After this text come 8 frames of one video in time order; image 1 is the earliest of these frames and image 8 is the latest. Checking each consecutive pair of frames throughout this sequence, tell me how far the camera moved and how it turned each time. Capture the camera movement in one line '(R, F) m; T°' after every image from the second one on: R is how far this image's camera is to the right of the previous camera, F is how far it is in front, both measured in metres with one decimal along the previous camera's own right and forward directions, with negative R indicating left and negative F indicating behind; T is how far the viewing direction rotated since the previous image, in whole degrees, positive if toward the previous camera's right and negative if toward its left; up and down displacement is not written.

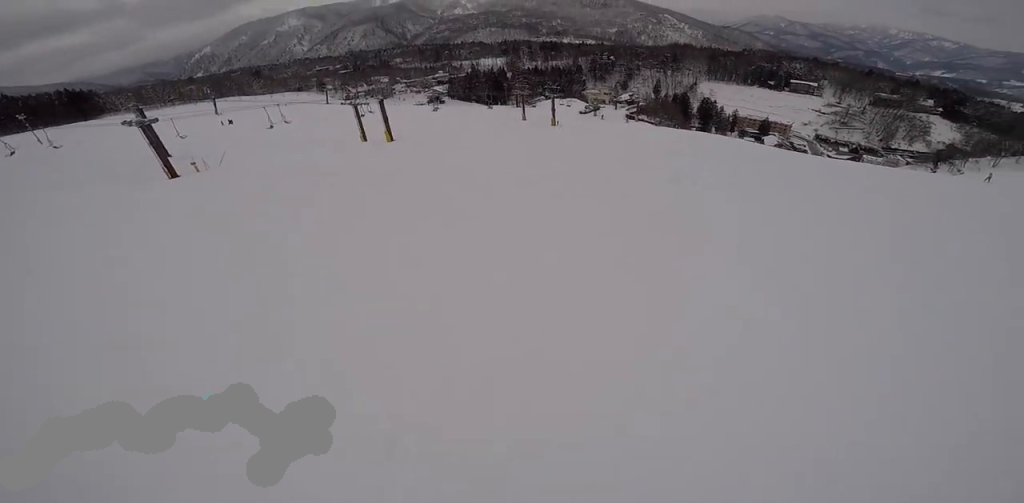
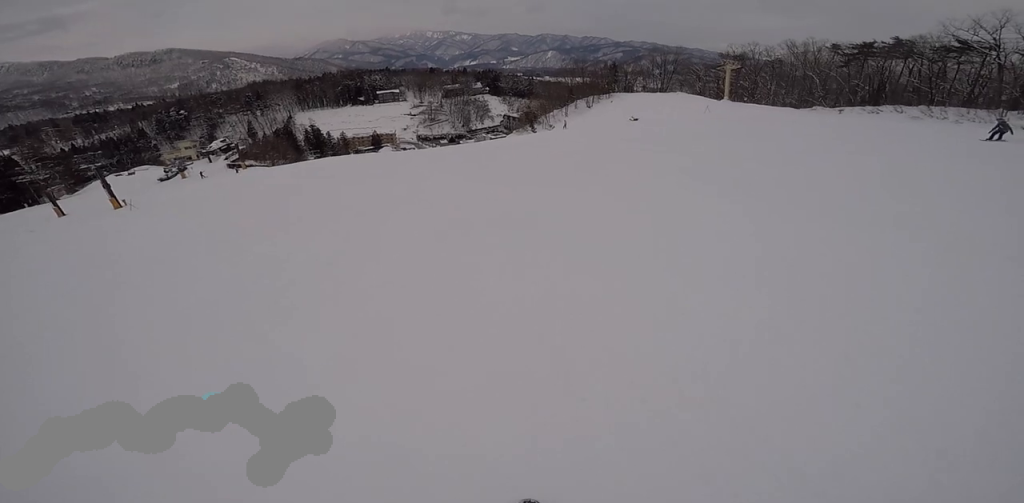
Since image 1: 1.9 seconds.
(+4.1, +13.5) m; +29°
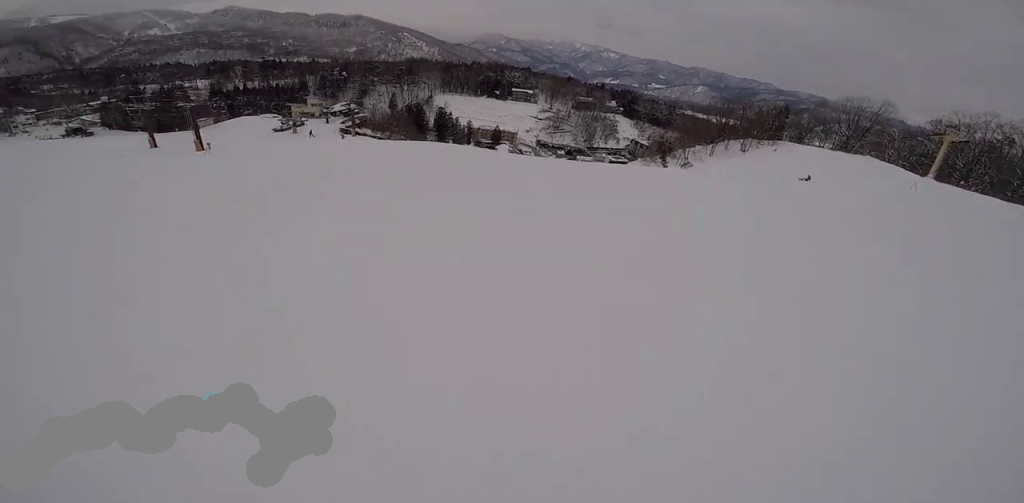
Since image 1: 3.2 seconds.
(+0.5, +11.6) m; -9°
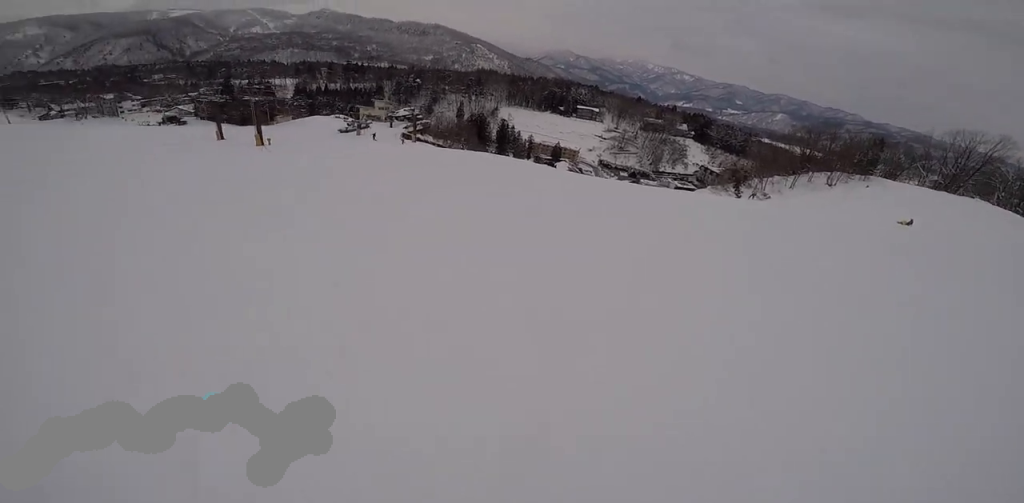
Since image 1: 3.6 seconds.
(+0.3, +3.3) m; -7°
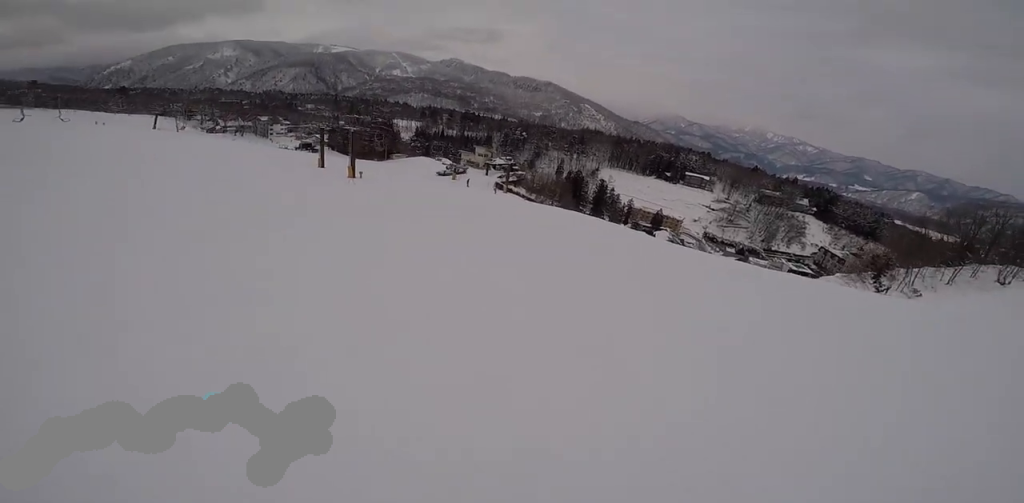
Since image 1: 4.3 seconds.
(-1.3, +5.4) m; -9°
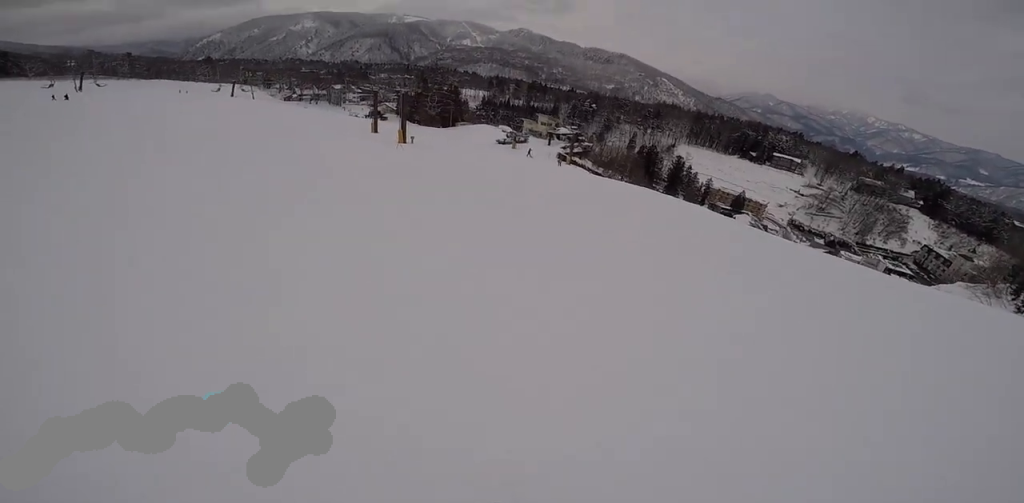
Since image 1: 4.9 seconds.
(-0.4, +4.7) m; -4°
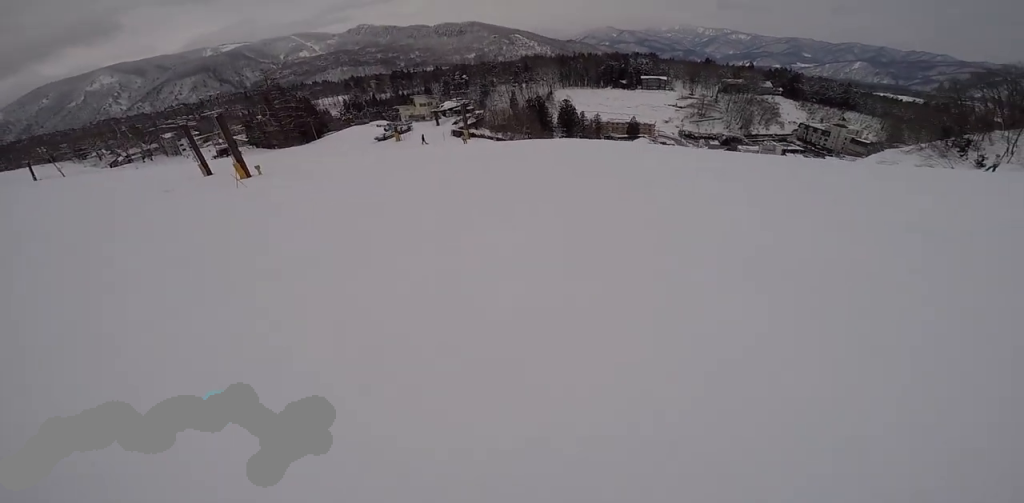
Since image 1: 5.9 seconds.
(0.0, +8.1) m; +8°
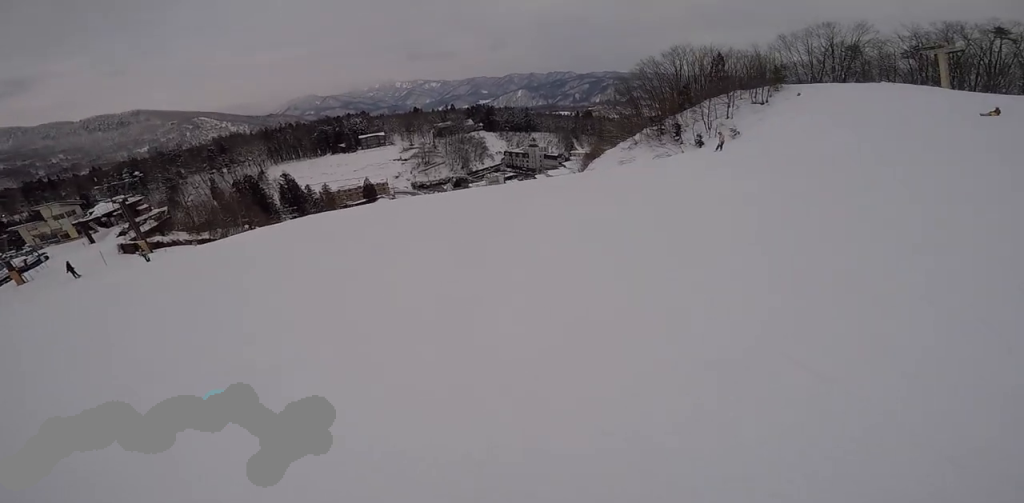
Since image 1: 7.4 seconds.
(+2.9, +8.9) m; +37°
